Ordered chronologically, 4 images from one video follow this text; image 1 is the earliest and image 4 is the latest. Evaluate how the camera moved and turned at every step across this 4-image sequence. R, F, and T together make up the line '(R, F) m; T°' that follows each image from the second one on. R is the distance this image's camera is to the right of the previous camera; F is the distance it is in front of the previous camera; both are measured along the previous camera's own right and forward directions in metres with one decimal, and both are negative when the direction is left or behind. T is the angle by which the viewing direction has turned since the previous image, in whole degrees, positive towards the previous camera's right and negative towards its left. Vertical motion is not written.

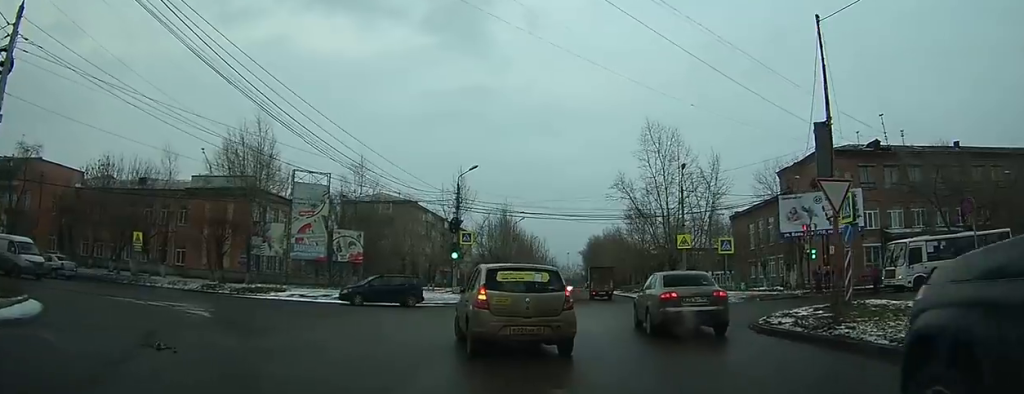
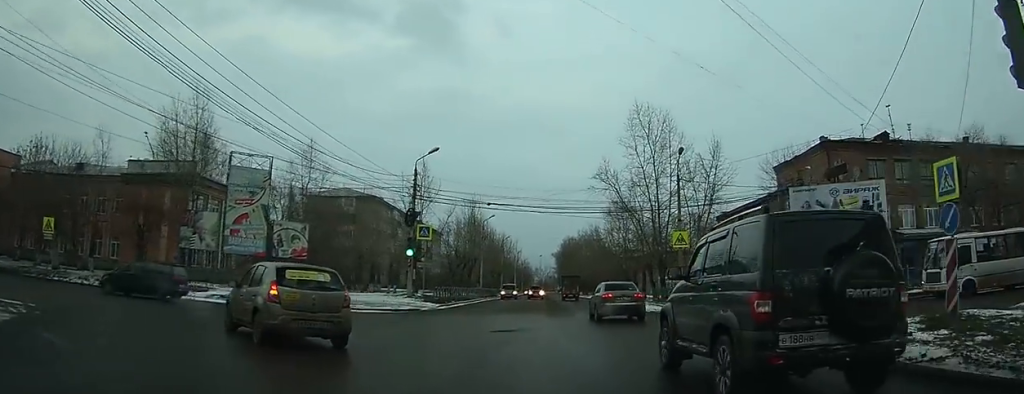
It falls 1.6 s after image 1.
(+0.3, +7.0) m; +6°
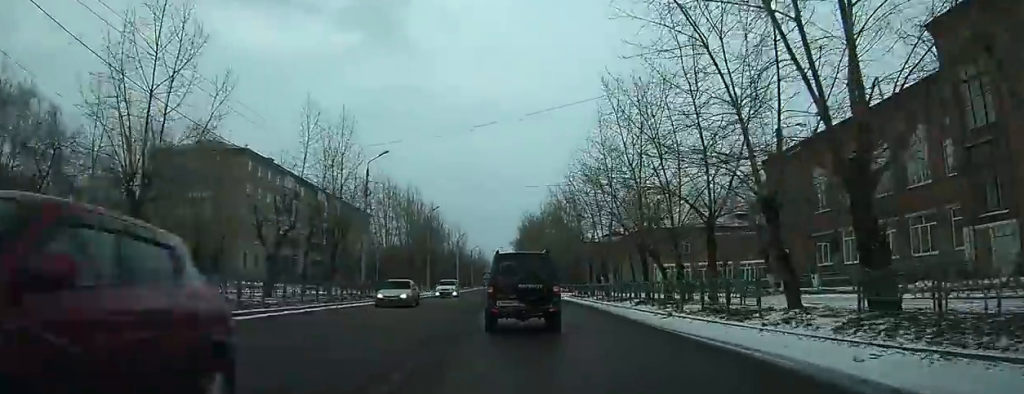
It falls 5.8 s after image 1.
(+0.8, +30.6) m; -3°
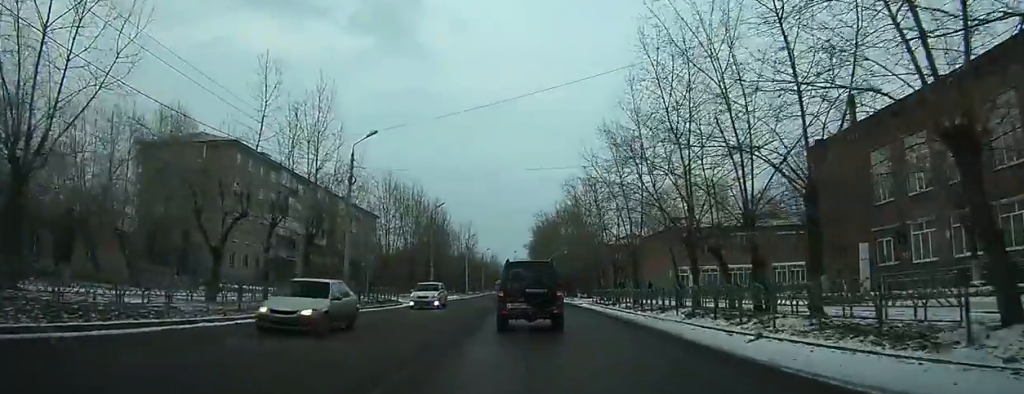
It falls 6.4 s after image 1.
(-0.1, +6.3) m; -1°
